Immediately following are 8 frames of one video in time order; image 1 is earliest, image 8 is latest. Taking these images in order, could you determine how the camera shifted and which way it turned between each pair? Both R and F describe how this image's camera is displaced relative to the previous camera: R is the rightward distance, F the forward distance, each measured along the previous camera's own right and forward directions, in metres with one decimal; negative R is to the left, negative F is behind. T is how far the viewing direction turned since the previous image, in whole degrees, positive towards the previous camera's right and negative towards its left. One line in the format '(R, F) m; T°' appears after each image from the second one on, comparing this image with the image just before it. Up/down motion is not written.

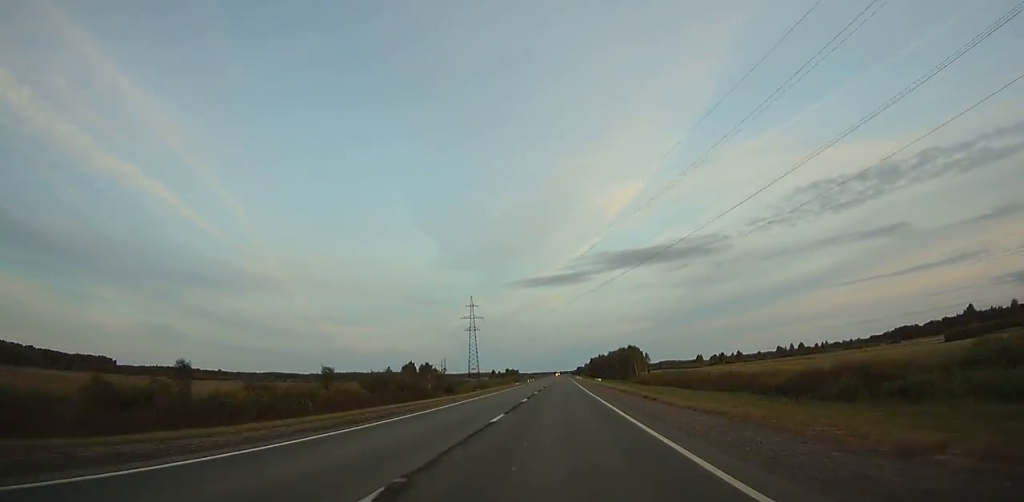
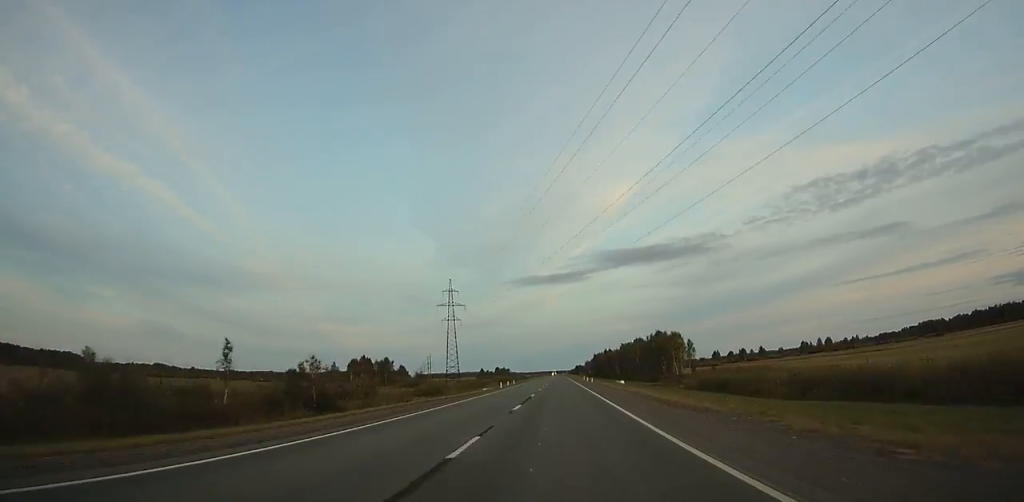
(+0.1, +54.4) m; 0°
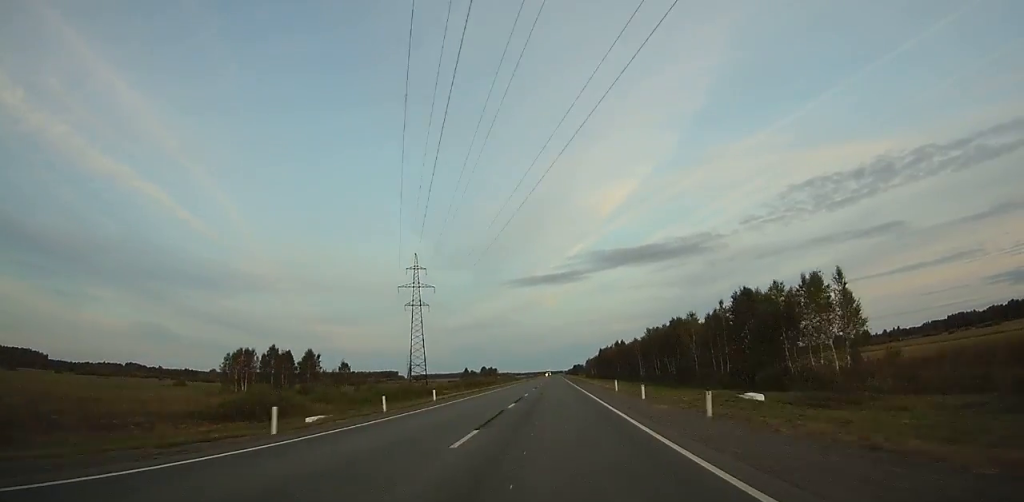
(+0.1, +57.4) m; 0°
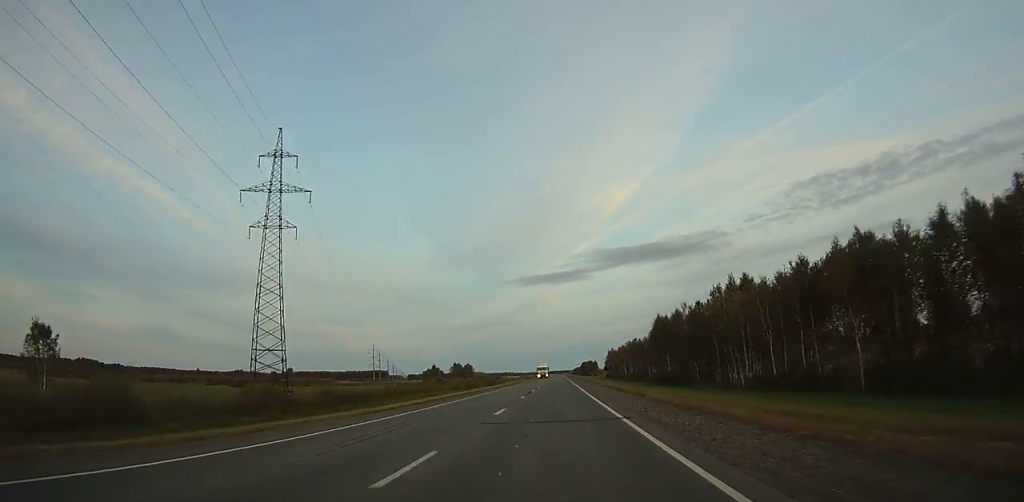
(+0.1, +112.1) m; 0°
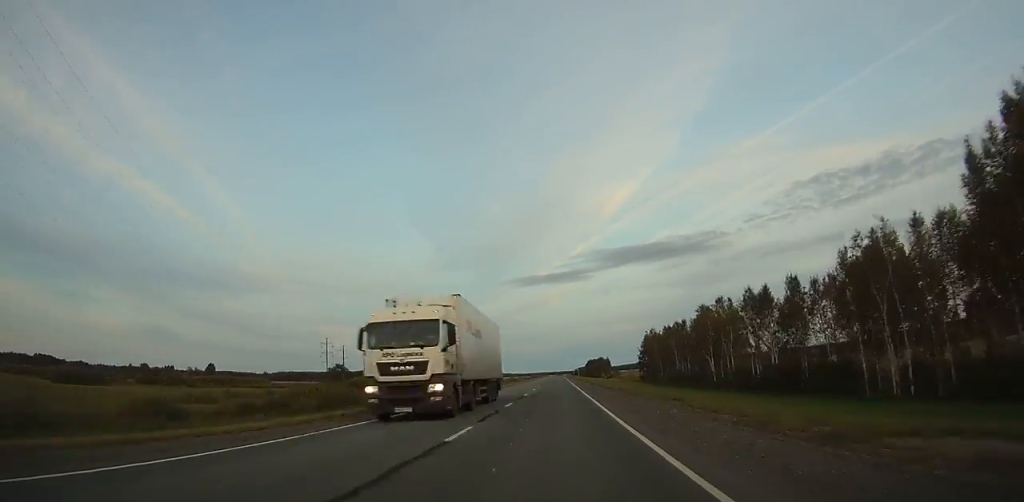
(+0.1, +78.8) m; 0°
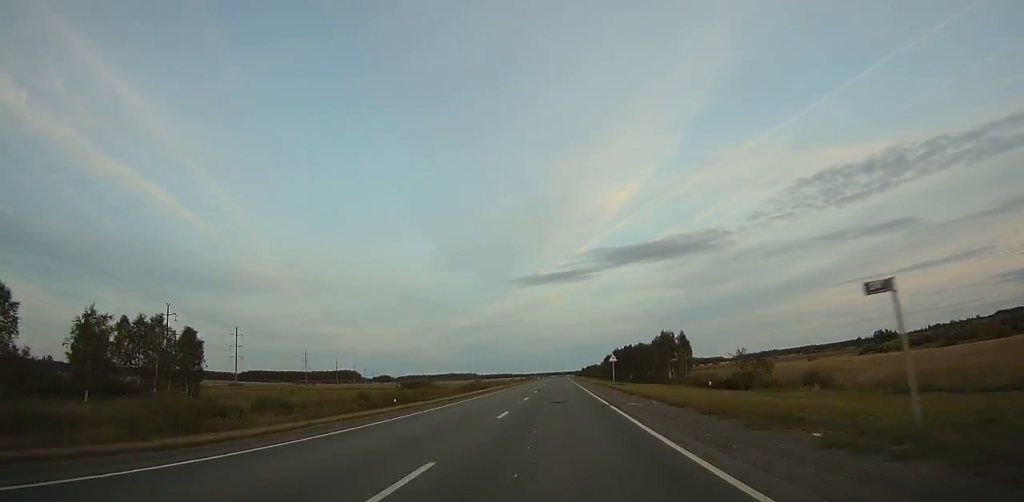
(-0.2, +136.4) m; 0°
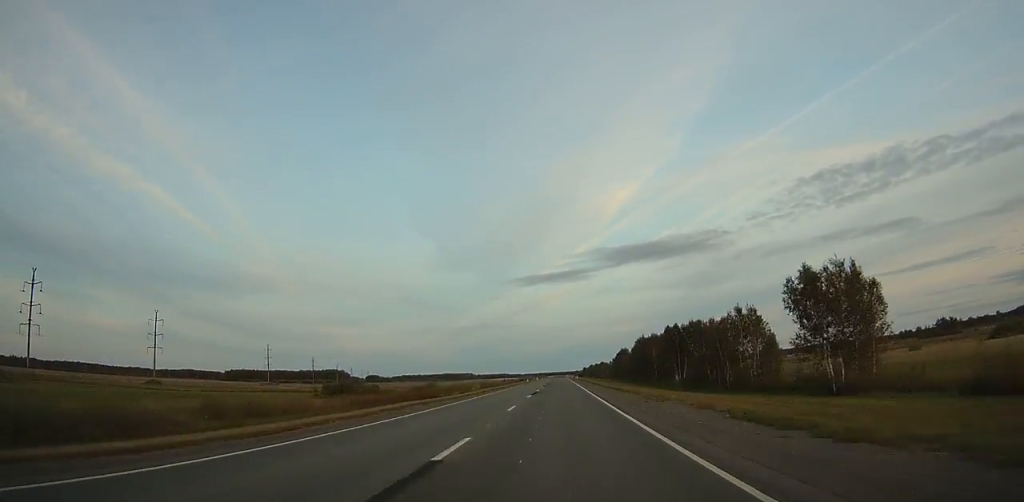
(+0.1, +57.6) m; 0°
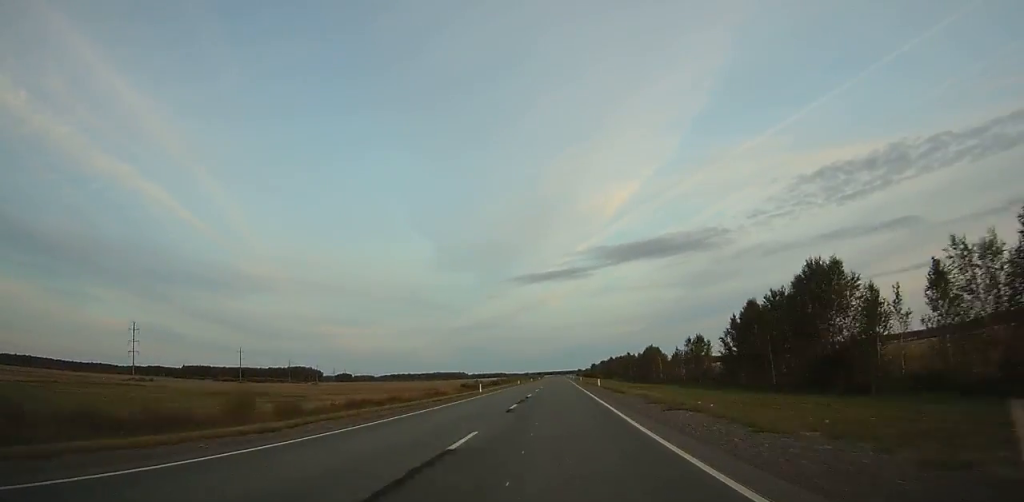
(+0.2, +130.2) m; 0°
